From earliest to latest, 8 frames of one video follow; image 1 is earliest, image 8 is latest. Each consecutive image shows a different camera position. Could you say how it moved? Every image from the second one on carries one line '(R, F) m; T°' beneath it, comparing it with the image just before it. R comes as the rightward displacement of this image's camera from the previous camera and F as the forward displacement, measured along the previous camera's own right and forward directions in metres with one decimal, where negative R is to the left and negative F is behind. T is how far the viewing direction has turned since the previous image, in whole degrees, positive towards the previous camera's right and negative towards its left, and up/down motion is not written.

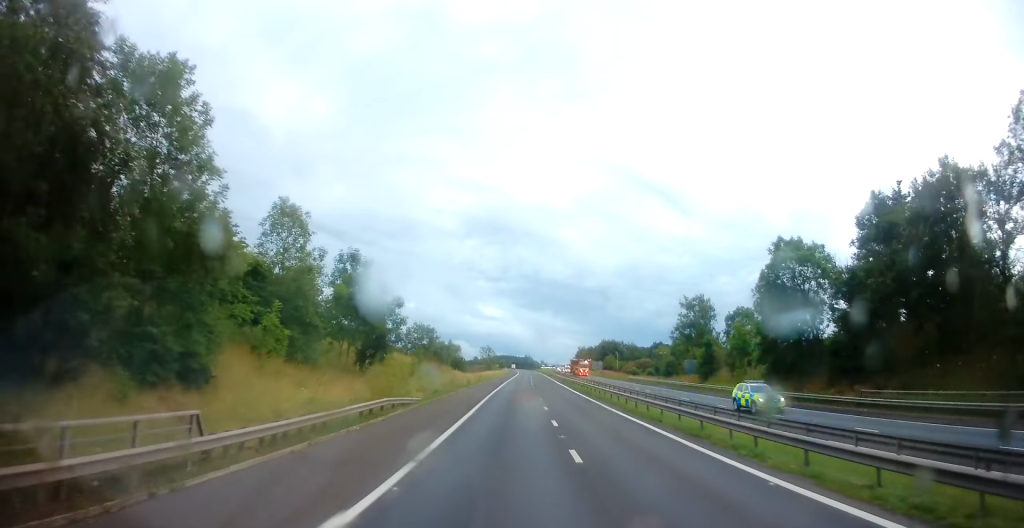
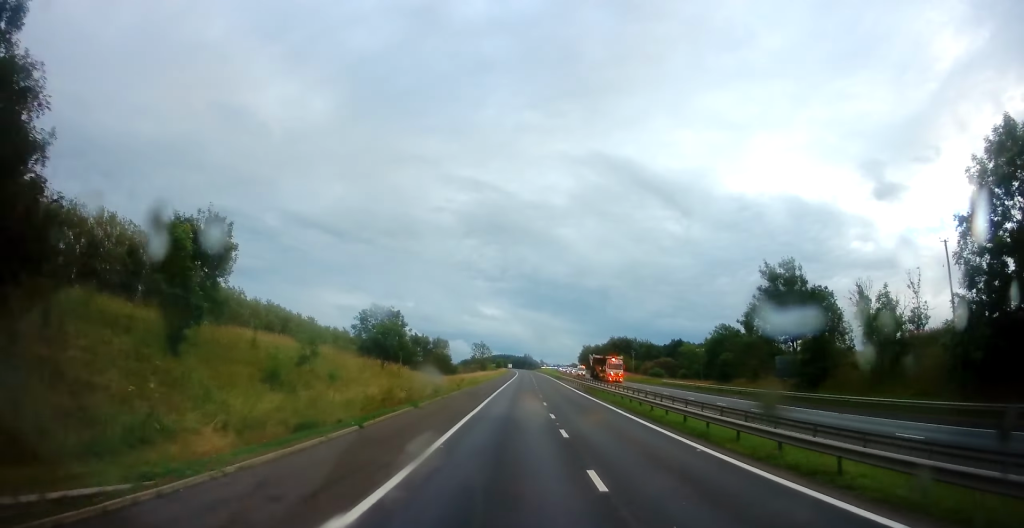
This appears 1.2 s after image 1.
(+0.2, +29.9) m; 0°
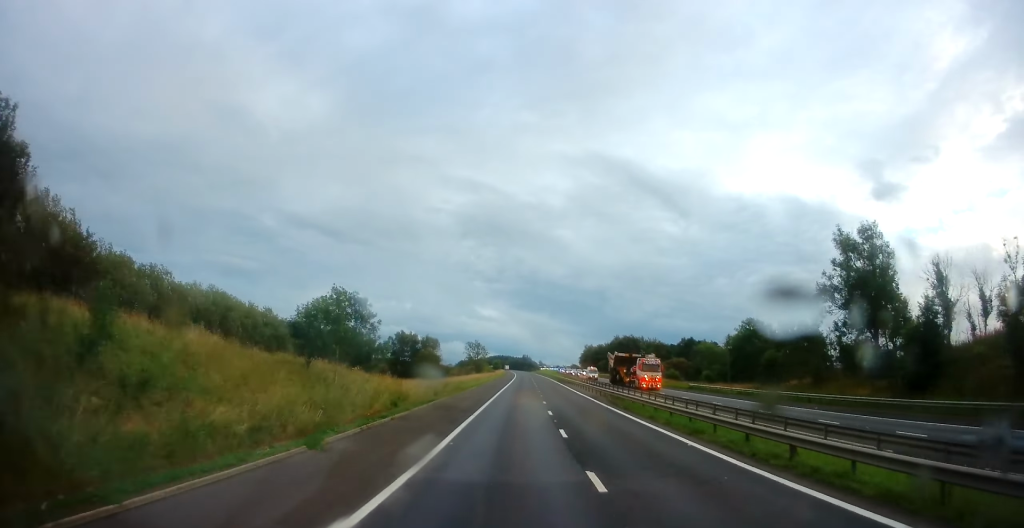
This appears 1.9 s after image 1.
(-0.1, +15.4) m; 0°
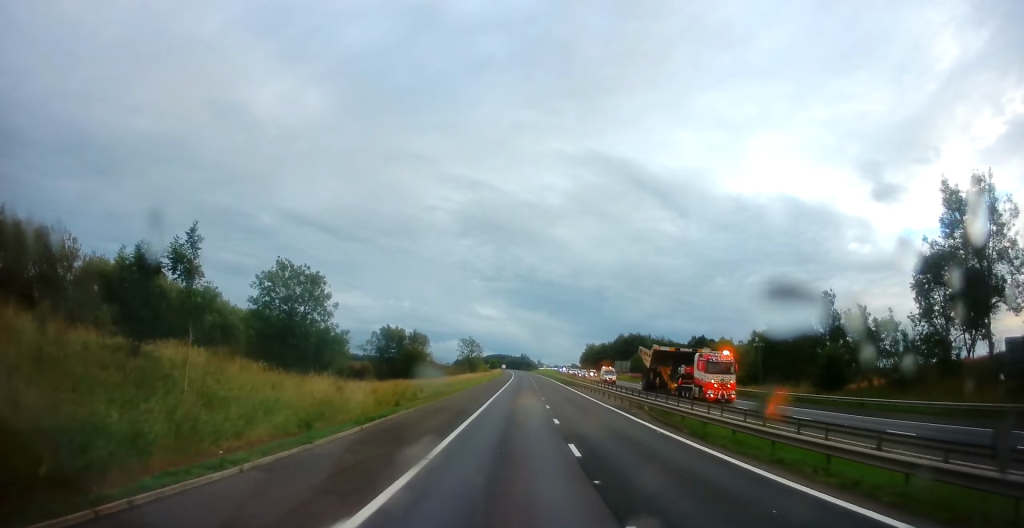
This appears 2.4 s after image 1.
(0.0, +13.8) m; 0°
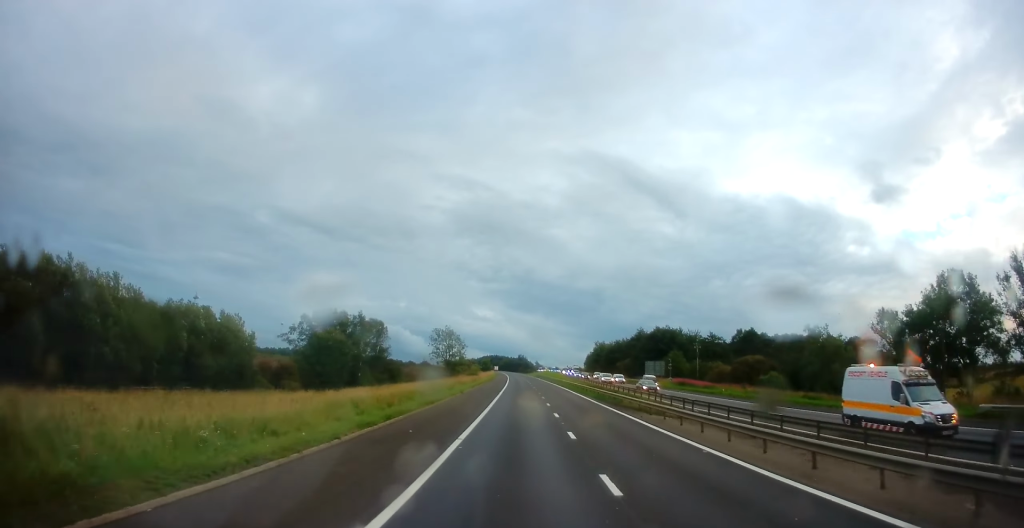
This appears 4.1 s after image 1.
(+0.3, +40.6) m; 0°
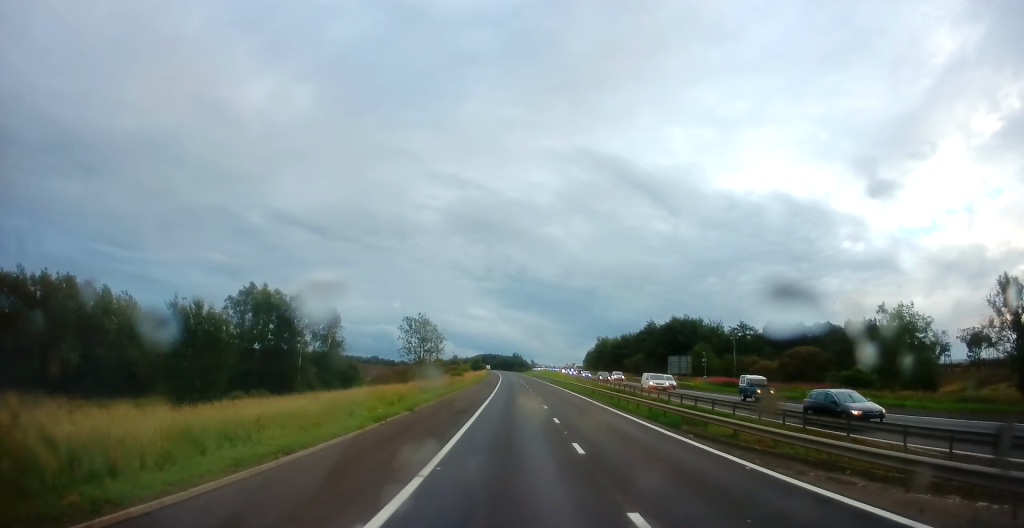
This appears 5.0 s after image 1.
(-0.2, +22.0) m; 0°
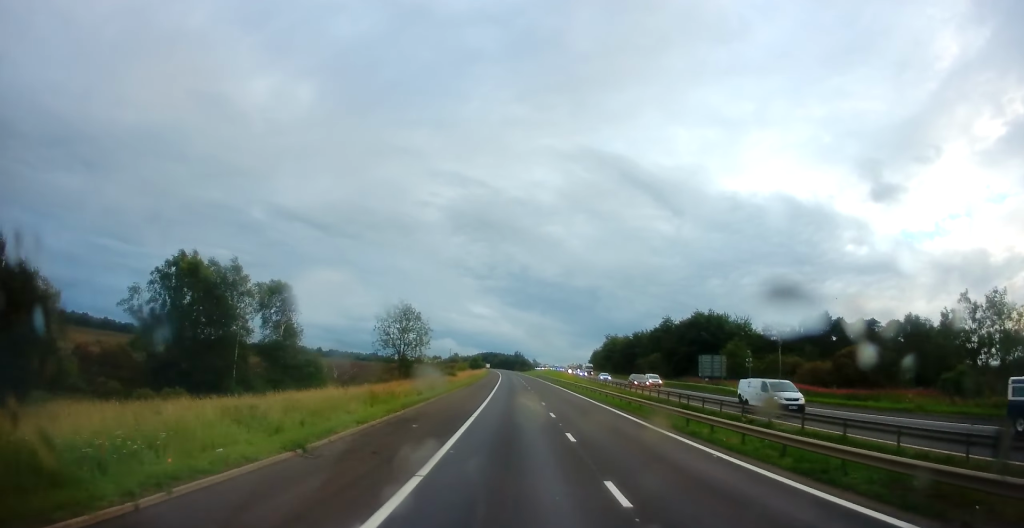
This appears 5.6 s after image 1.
(+0.1, +15.4) m; 0°
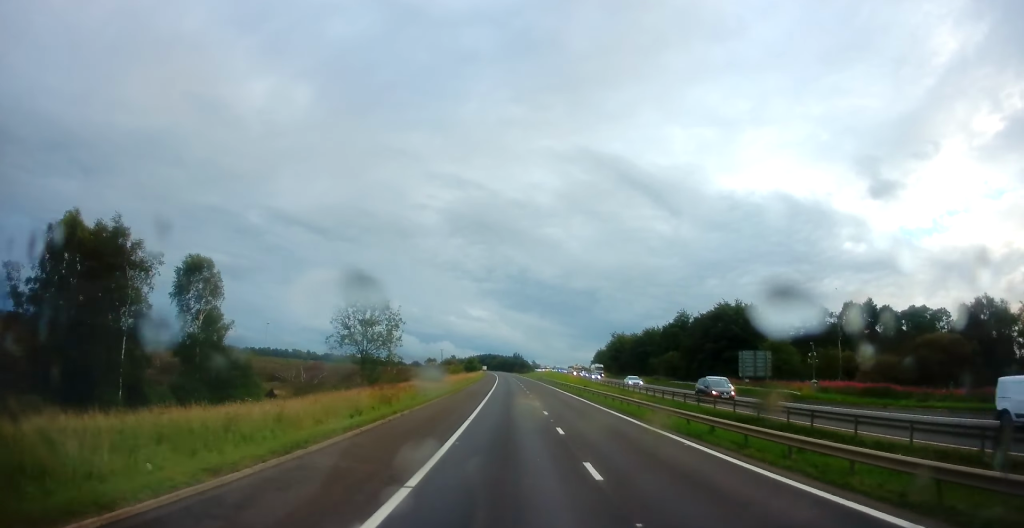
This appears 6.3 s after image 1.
(+0.1, +15.4) m; 0°
